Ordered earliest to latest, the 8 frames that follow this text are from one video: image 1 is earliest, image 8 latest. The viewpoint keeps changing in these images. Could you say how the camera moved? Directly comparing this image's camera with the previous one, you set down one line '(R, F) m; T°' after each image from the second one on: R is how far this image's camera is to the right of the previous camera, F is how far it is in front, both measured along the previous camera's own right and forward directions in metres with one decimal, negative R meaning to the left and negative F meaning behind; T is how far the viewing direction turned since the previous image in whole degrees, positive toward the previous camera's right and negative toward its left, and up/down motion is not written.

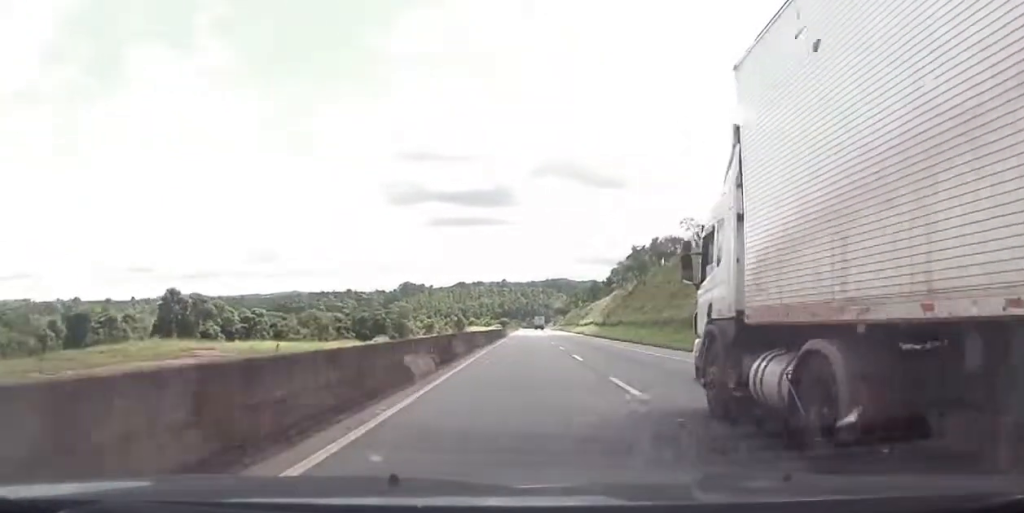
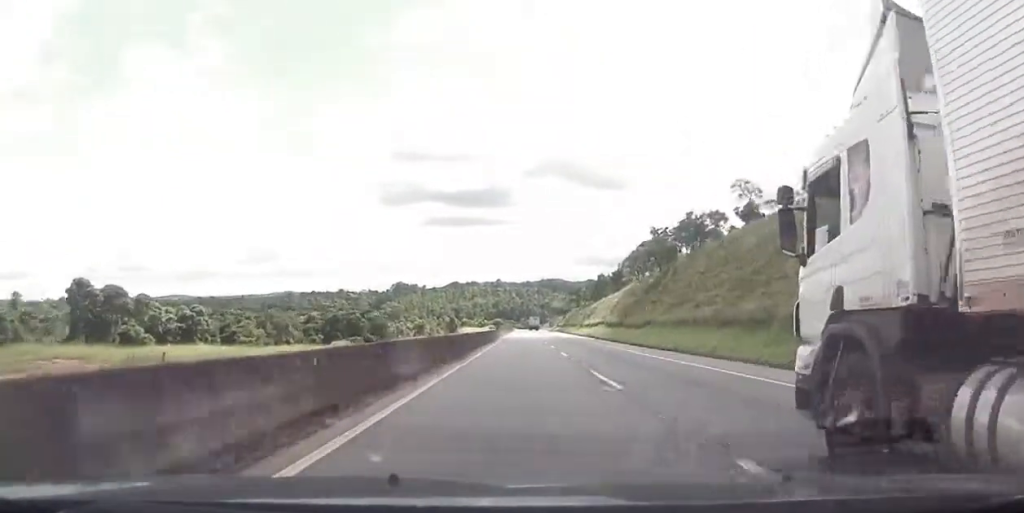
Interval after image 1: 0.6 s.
(+0.2, +21.5) m; +1°
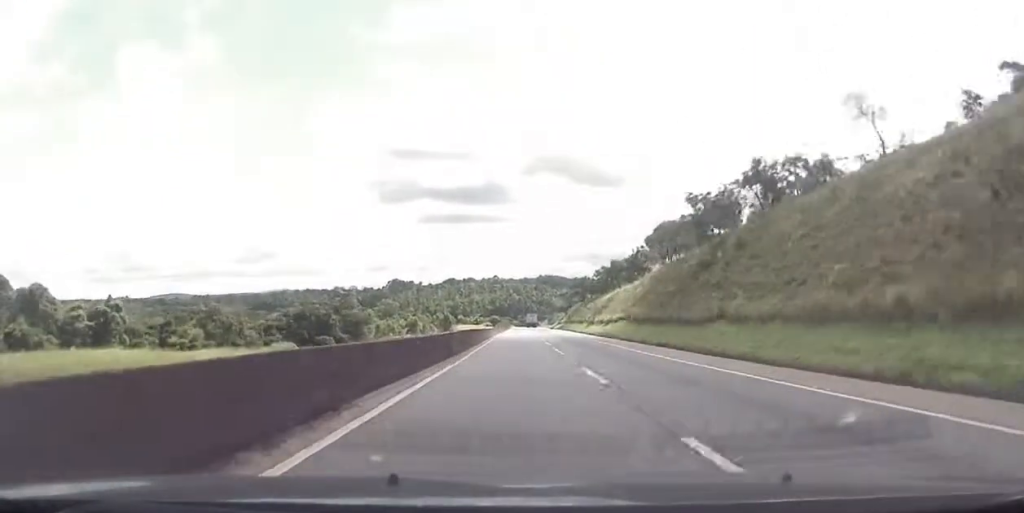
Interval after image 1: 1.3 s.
(+0.1, +21.9) m; +1°
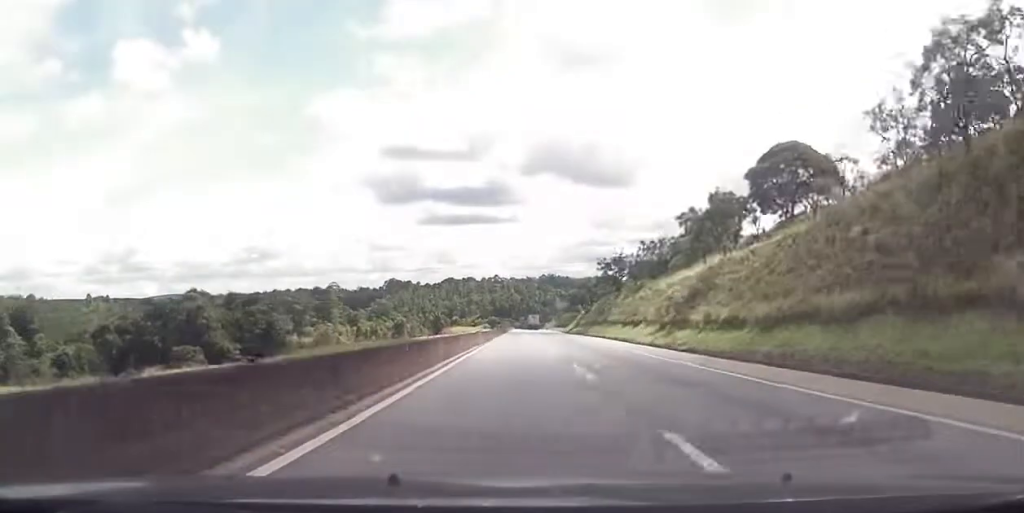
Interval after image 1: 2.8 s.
(+0.3, +54.9) m; 0°
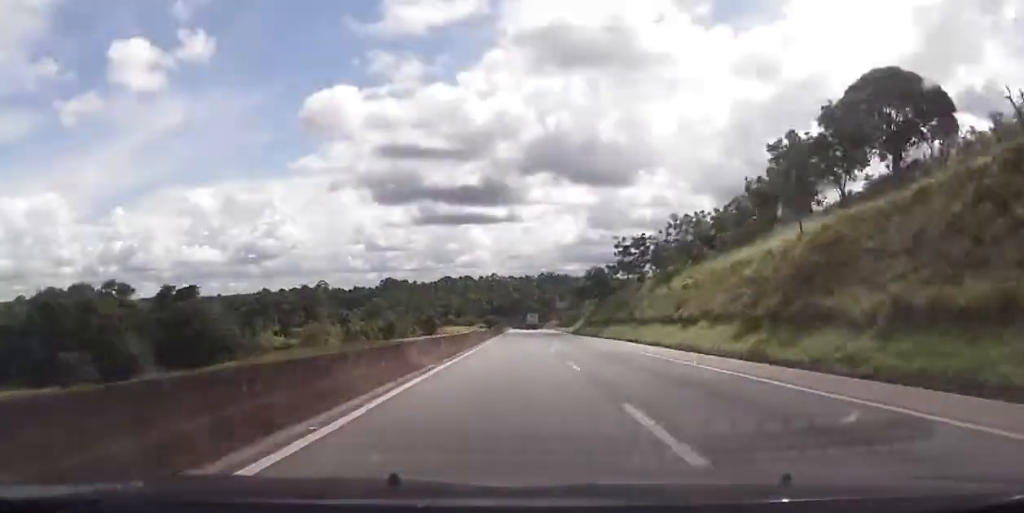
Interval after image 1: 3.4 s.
(-0.1, +20.7) m; 0°
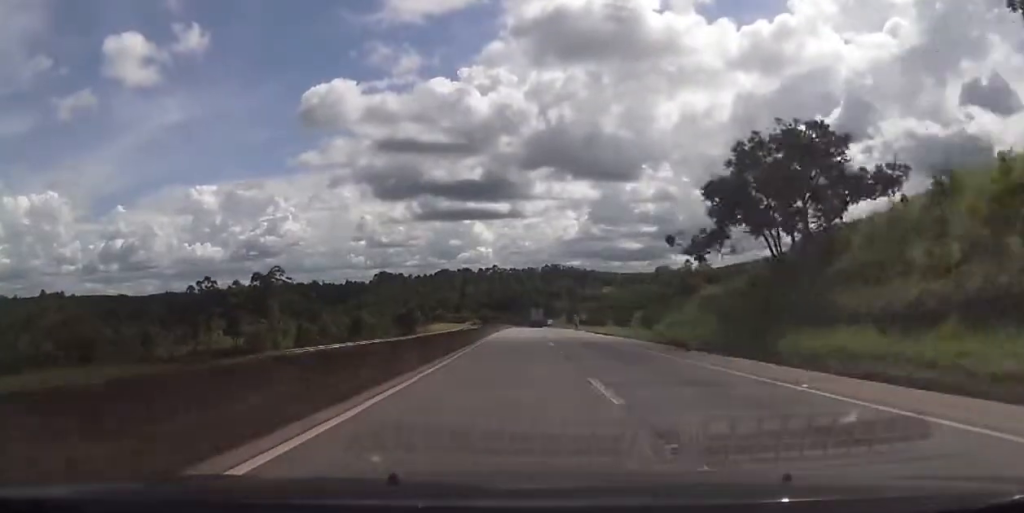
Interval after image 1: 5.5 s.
(+0.3, +80.4) m; +1°
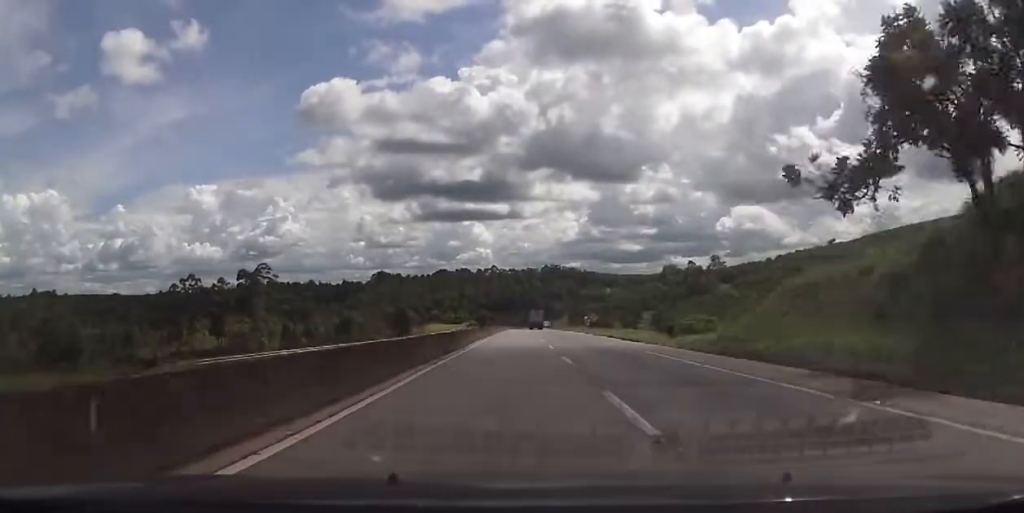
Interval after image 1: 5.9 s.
(+0.2, +16.6) m; 0°
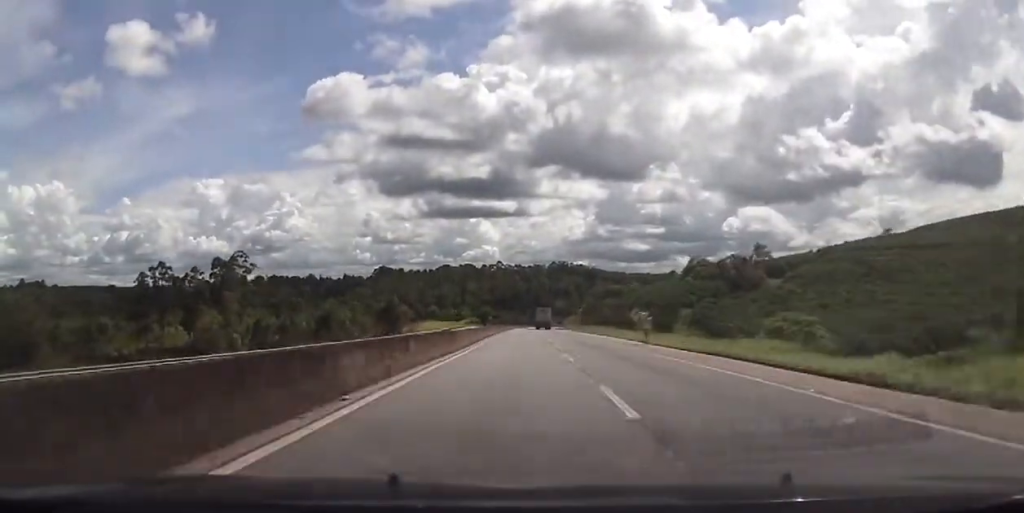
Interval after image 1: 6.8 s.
(-0.2, +33.3) m; 0°
